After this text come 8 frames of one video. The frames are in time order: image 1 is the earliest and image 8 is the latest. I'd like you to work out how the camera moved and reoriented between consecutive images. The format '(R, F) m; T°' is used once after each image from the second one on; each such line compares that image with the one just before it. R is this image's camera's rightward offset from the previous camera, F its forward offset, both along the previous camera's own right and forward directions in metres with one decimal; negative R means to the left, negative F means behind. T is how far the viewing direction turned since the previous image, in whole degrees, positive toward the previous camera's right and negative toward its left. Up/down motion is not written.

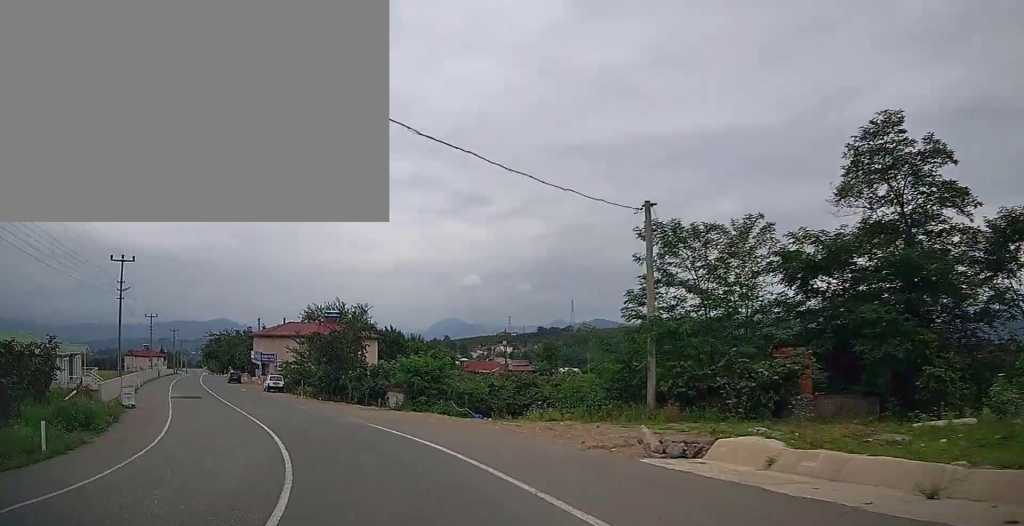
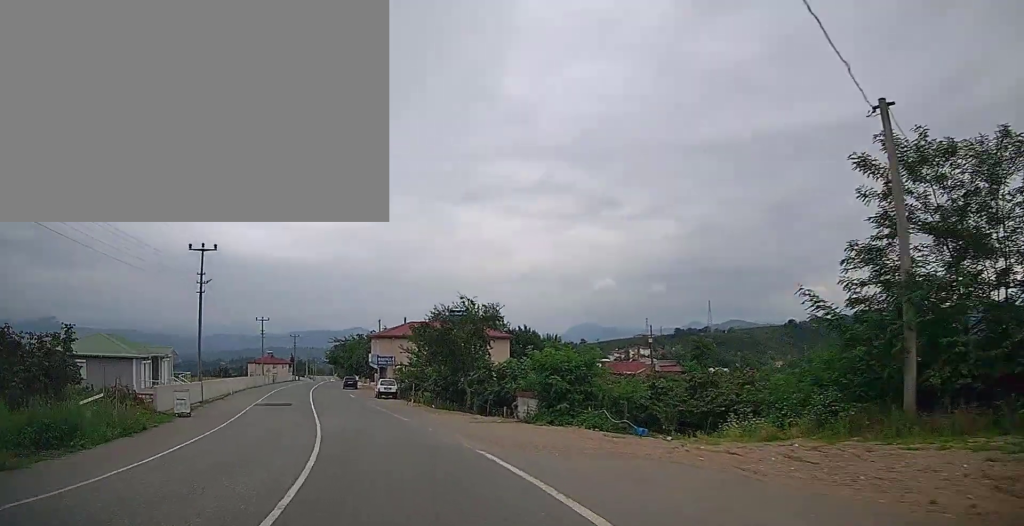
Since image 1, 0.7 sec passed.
(-0.7, +7.3) m; -11°
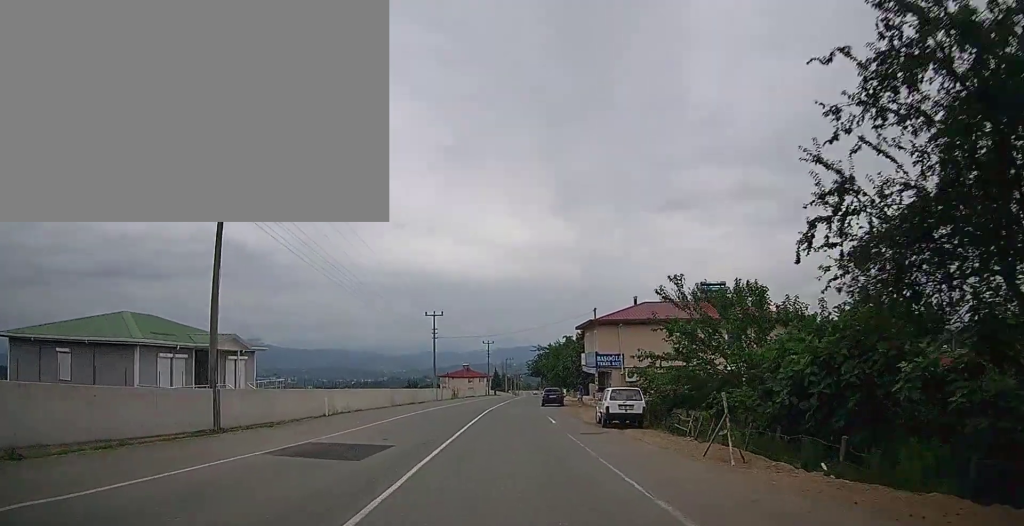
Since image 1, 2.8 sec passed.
(-5.7, +22.2) m; -23°
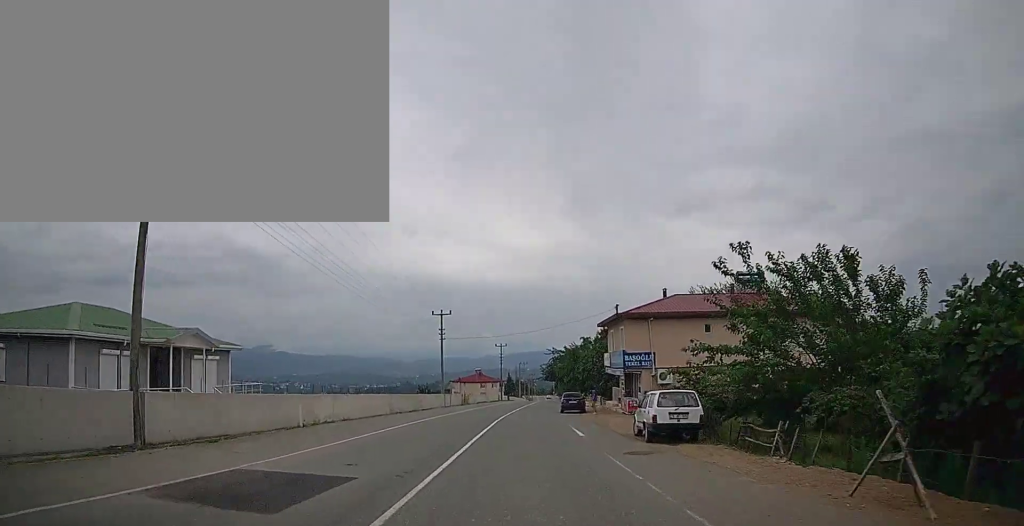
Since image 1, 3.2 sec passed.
(-0.1, +4.9) m; -3°
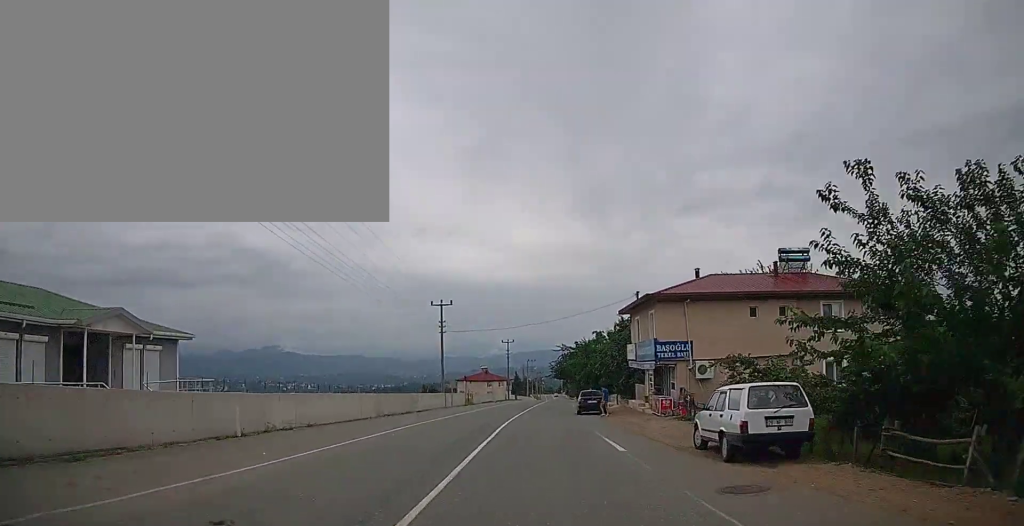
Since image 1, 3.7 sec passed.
(-0.2, +5.4) m; -2°
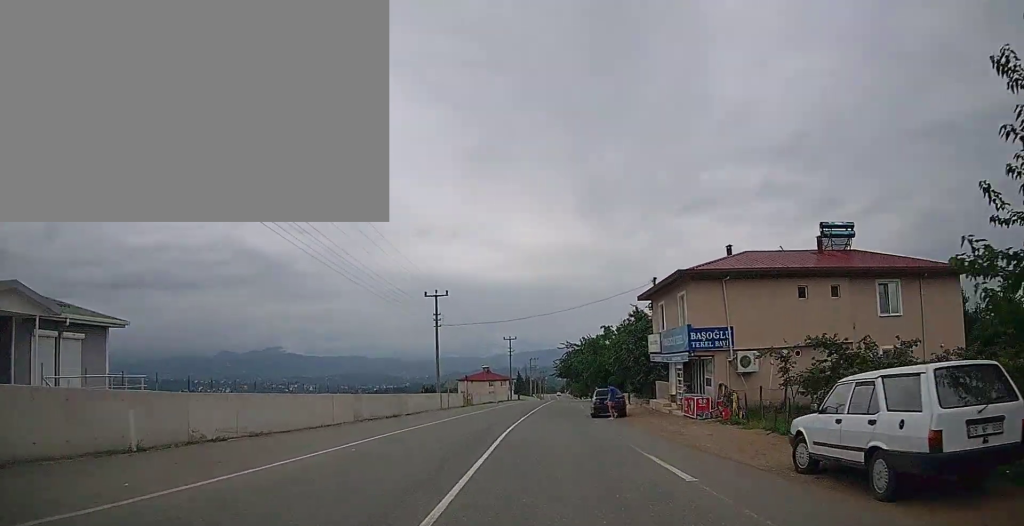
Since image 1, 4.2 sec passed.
(-0.1, +5.4) m; -2°
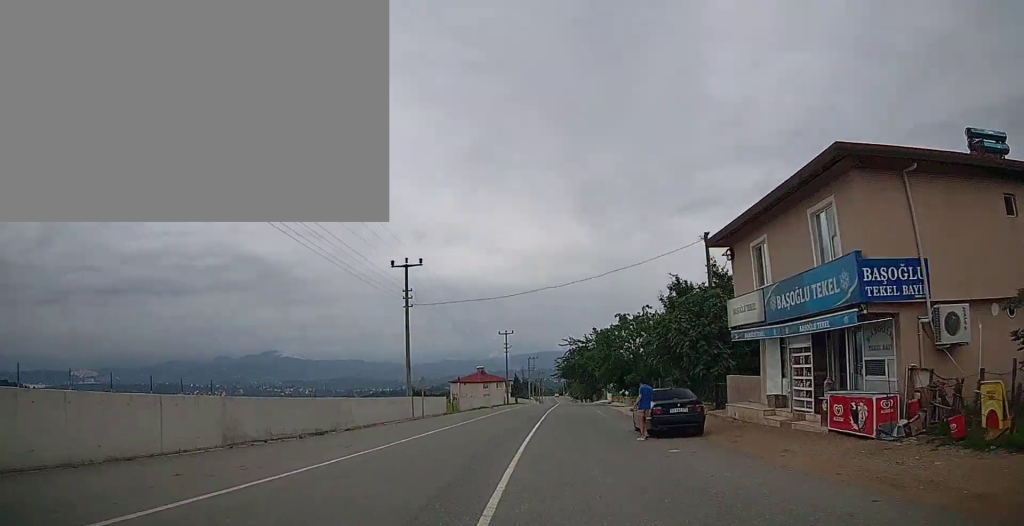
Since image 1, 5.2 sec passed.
(-0.2, +12.0) m; 0°
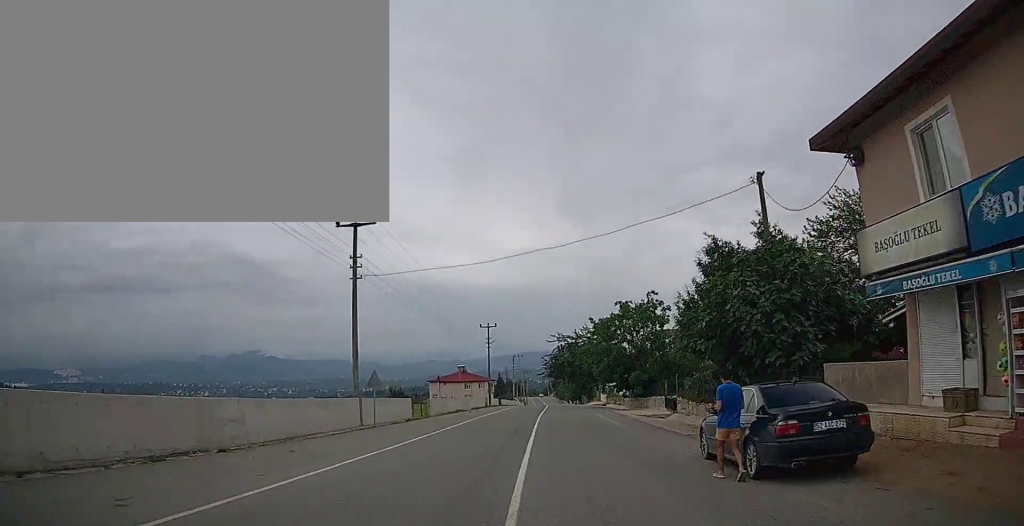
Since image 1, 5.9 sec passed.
(+0.2, +8.2) m; +2°
